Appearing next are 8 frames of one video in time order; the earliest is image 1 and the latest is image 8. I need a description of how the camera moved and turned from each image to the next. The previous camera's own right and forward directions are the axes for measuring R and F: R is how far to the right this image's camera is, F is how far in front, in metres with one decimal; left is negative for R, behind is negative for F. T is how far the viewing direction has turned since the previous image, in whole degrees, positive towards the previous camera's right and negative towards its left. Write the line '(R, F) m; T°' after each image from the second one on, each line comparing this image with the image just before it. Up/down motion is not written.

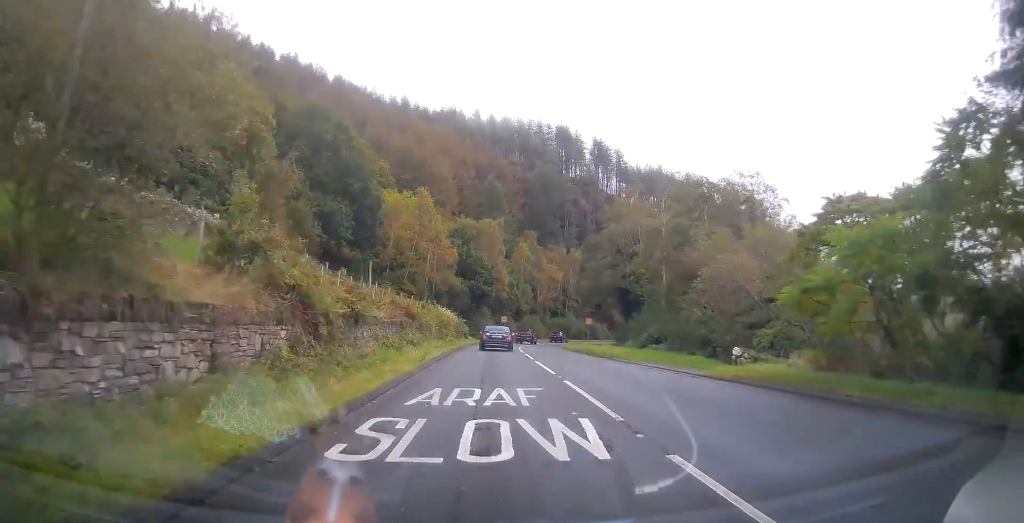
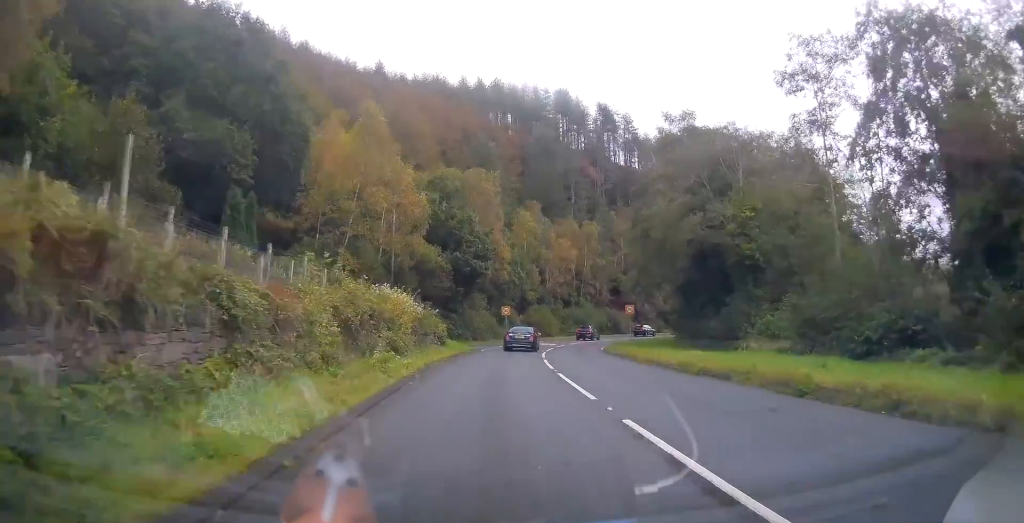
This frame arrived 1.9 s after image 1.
(-0.3, +24.2) m; -1°
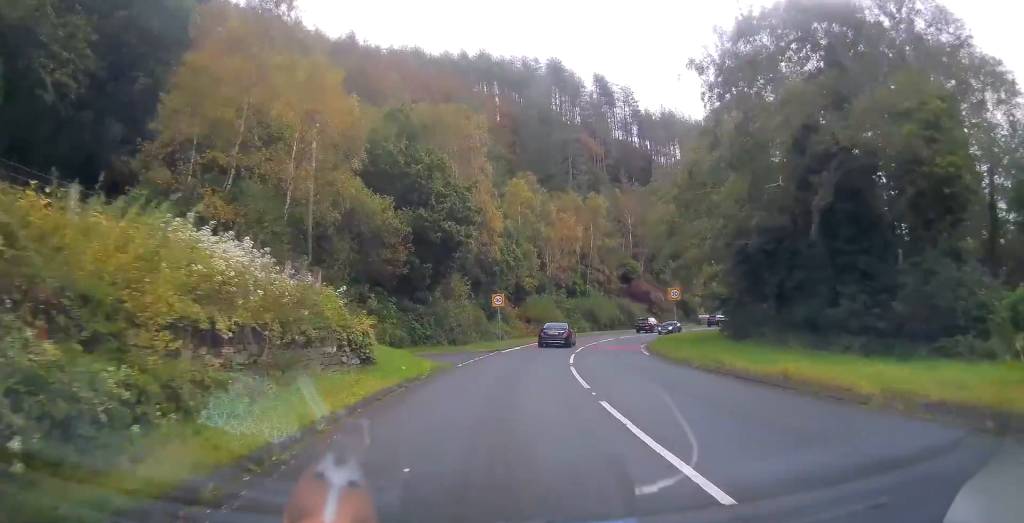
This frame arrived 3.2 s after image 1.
(0.0, +16.0) m; 0°
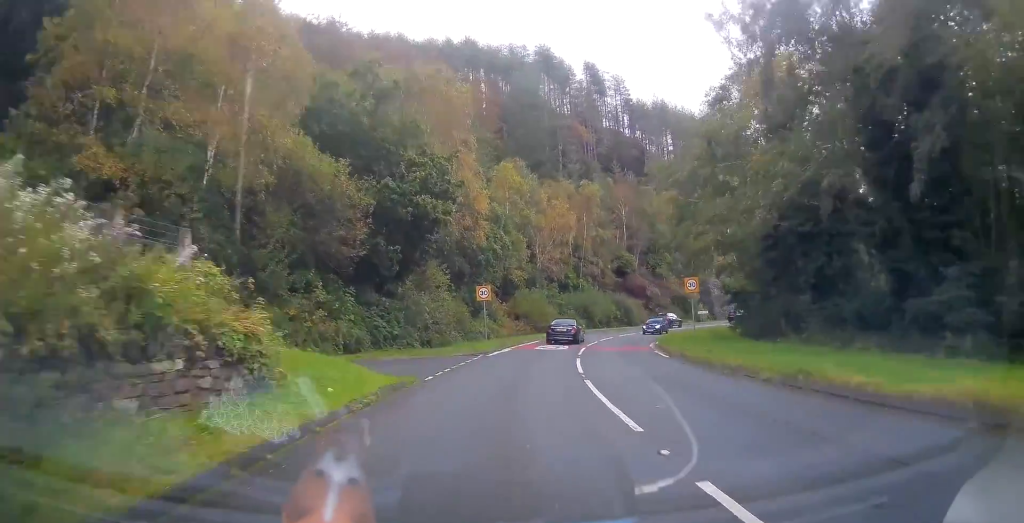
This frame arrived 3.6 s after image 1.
(0.0, +5.8) m; +1°
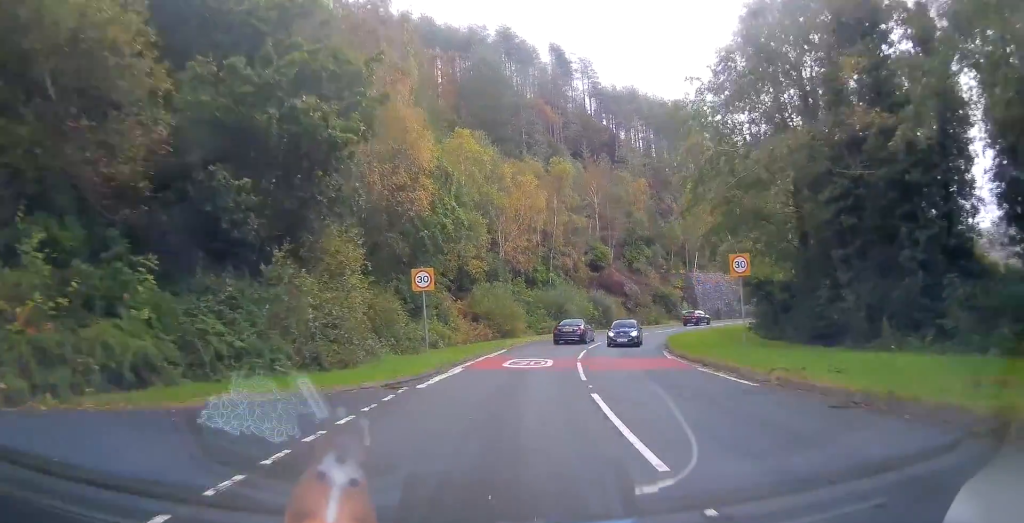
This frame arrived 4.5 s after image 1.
(+0.1, +11.1) m; +4°
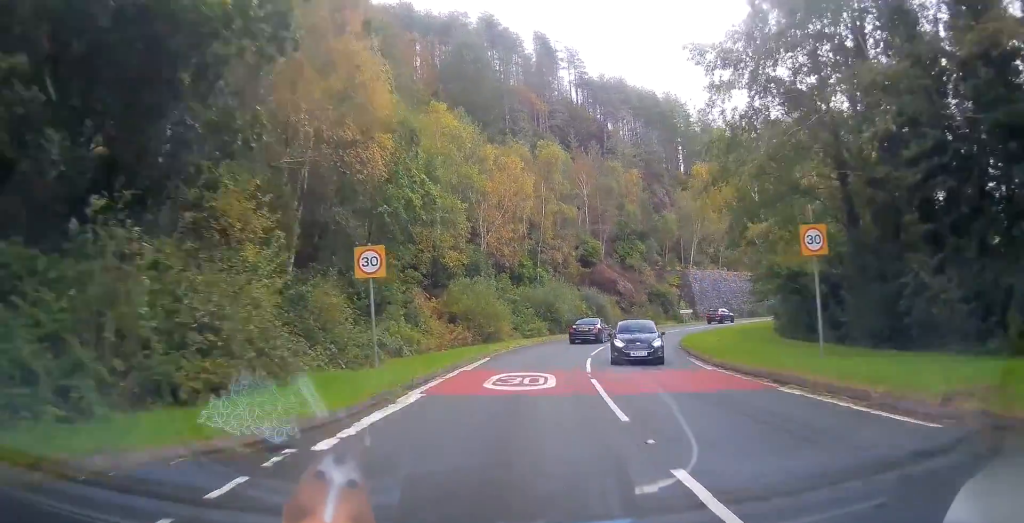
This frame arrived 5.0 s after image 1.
(+0.4, +6.2) m; +2°
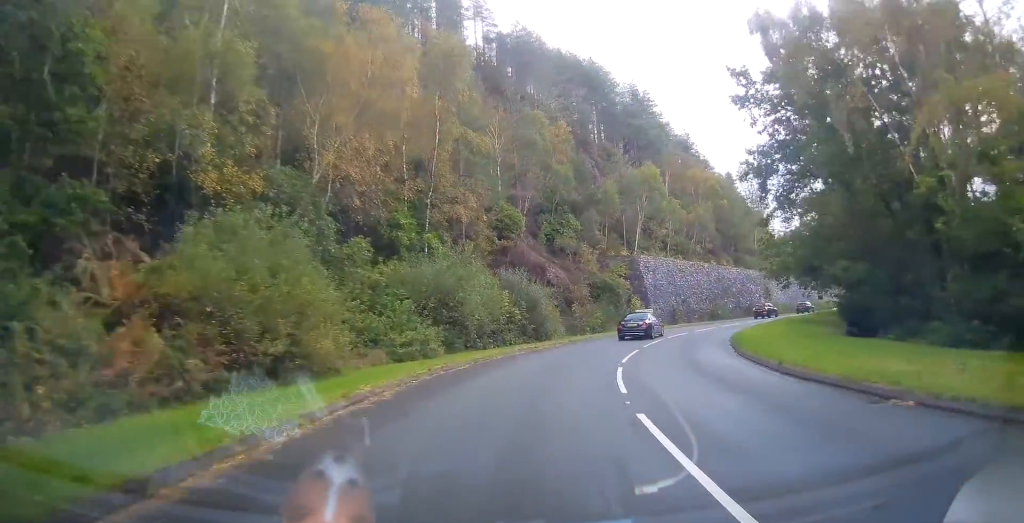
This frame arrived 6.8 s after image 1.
(+1.4, +22.2) m; +10°
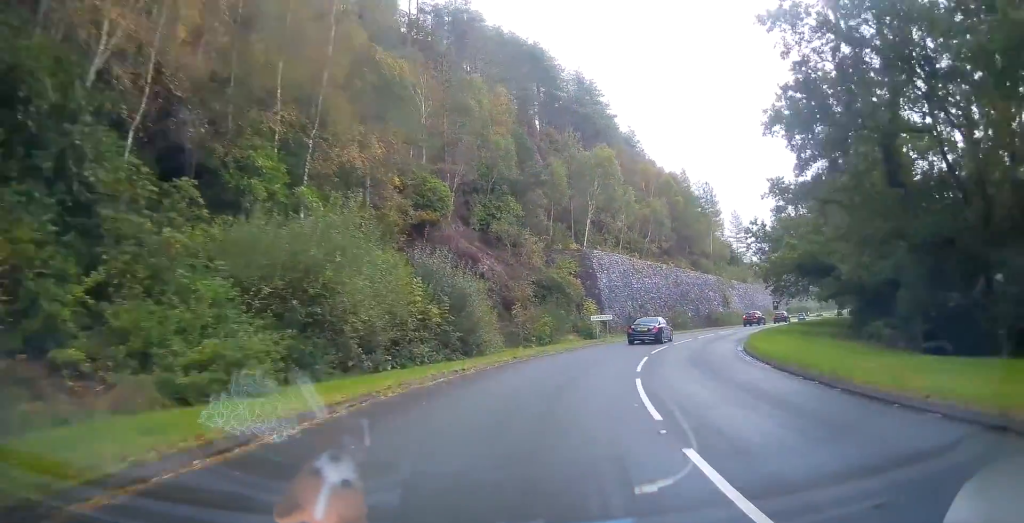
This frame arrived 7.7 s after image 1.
(+0.6, +10.6) m; +7°
